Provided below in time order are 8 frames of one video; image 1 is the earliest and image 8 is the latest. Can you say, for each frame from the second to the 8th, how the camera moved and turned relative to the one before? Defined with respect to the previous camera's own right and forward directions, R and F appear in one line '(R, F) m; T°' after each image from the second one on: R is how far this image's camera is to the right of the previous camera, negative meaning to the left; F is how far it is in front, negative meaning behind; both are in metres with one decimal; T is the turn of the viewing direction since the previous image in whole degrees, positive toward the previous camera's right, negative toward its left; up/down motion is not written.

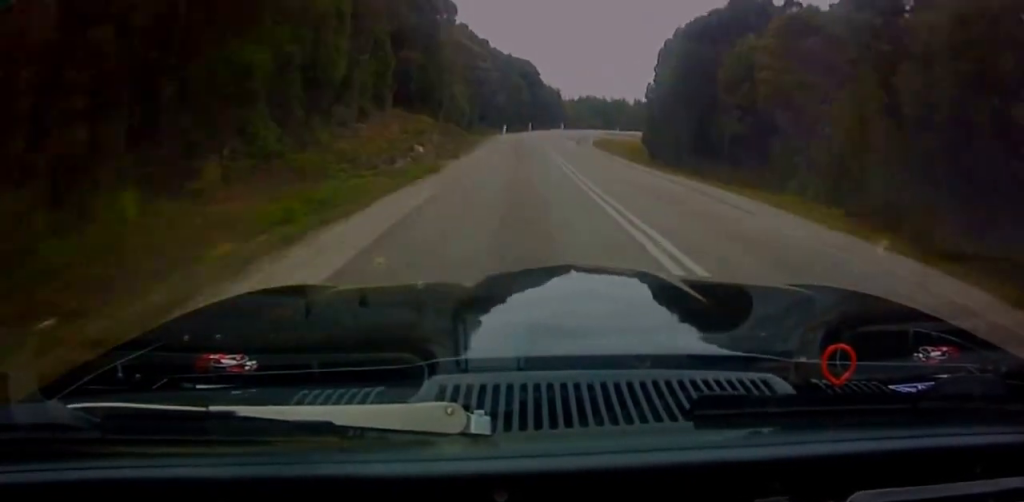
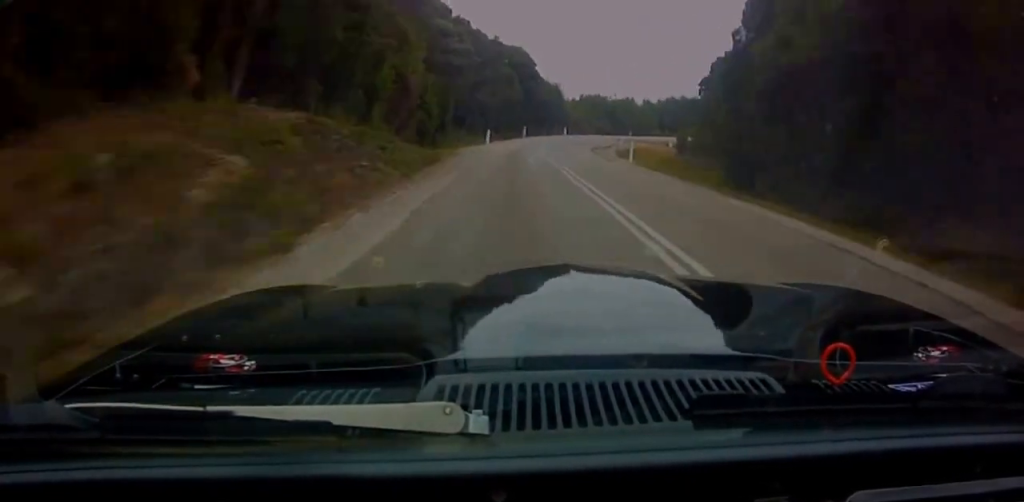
(-0.2, +17.8) m; +3°
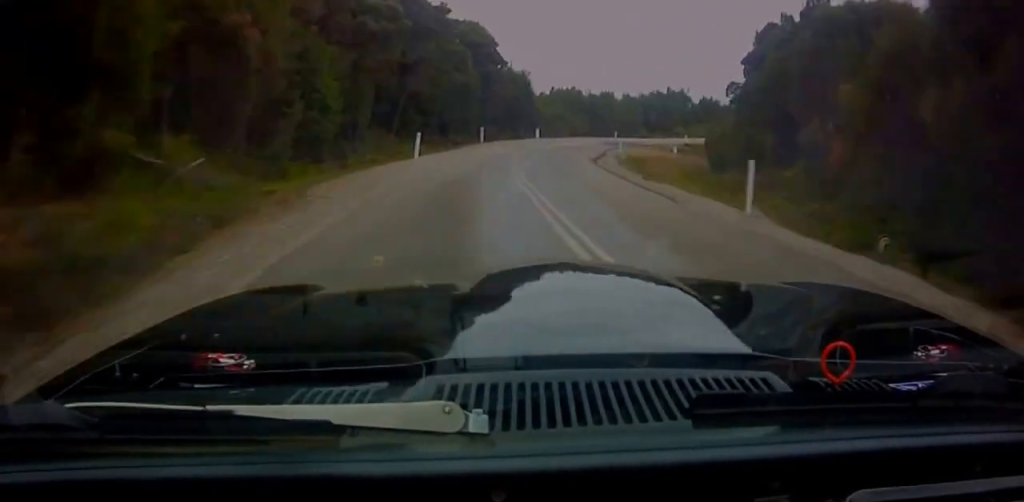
(+0.7, +16.6) m; +4°
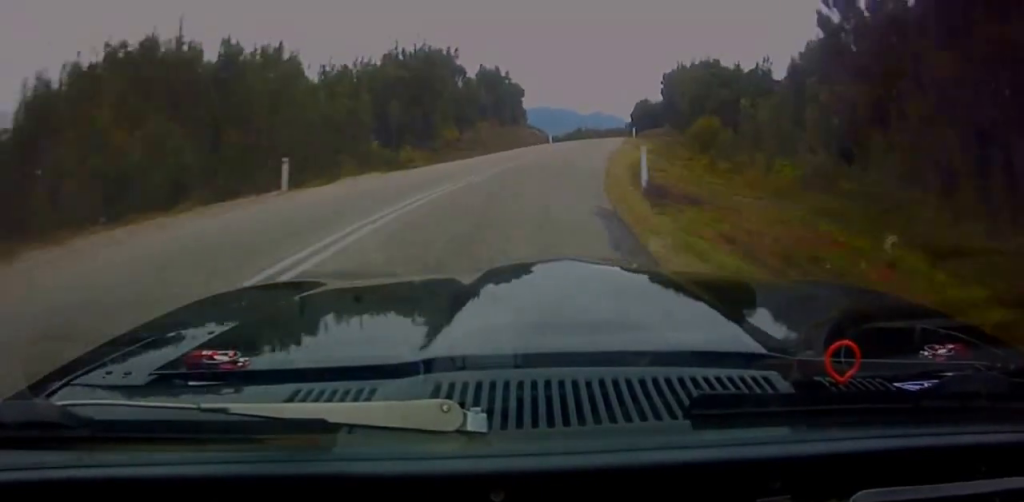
(+7.7, +53.3) m; +19°
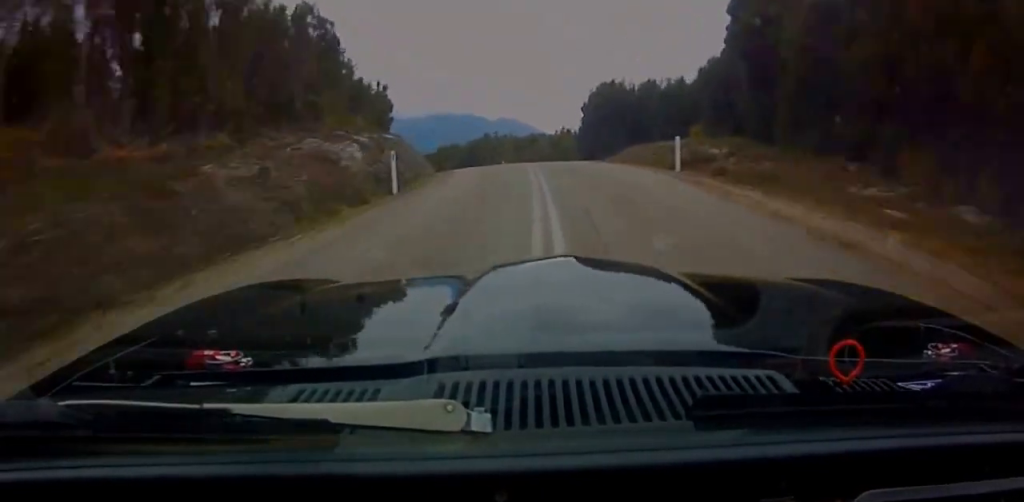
(+4.5, +44.3) m; +4°
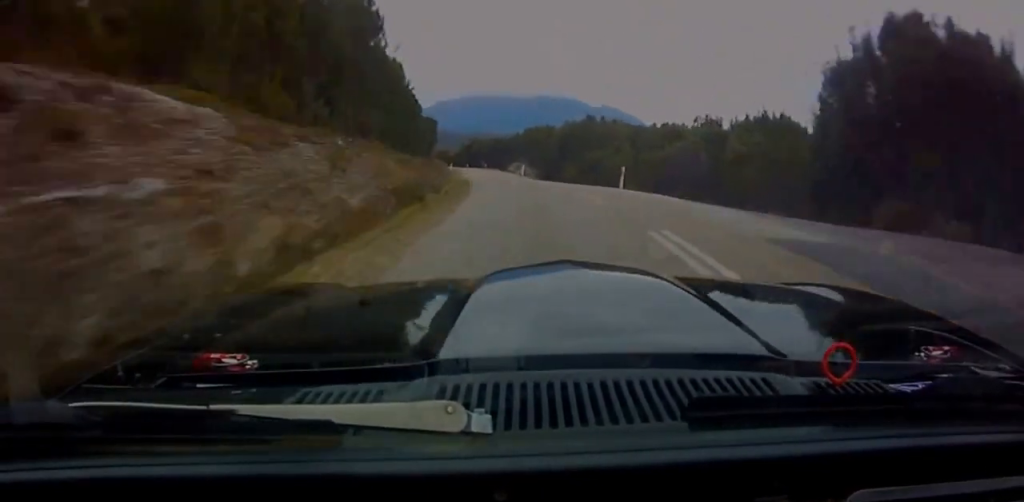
(-1.3, +35.1) m; -4°
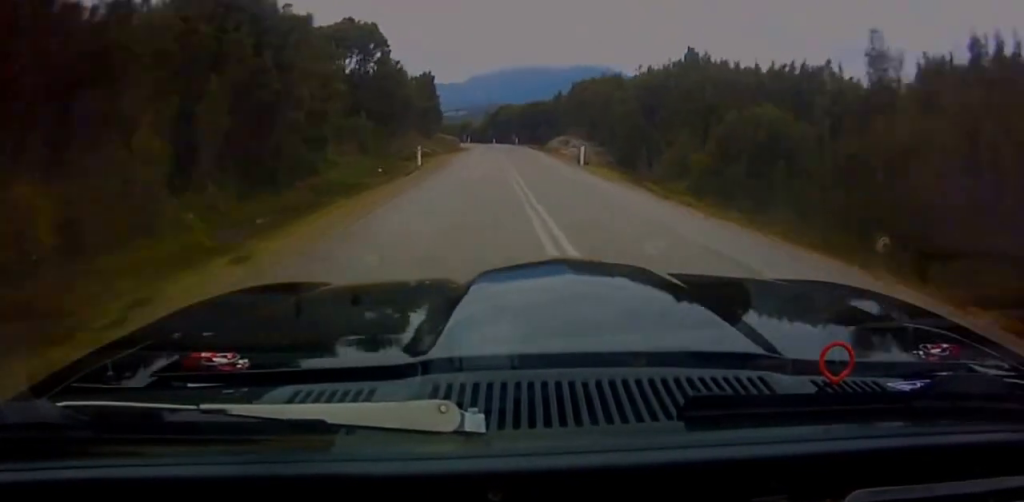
(-1.4, +38.4) m; -4°
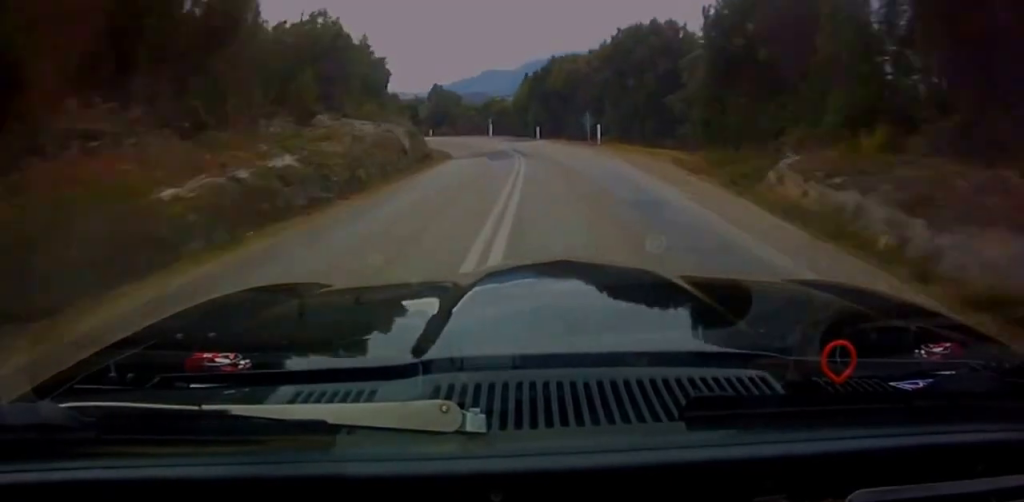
(-2.8, +62.2) m; -8°
